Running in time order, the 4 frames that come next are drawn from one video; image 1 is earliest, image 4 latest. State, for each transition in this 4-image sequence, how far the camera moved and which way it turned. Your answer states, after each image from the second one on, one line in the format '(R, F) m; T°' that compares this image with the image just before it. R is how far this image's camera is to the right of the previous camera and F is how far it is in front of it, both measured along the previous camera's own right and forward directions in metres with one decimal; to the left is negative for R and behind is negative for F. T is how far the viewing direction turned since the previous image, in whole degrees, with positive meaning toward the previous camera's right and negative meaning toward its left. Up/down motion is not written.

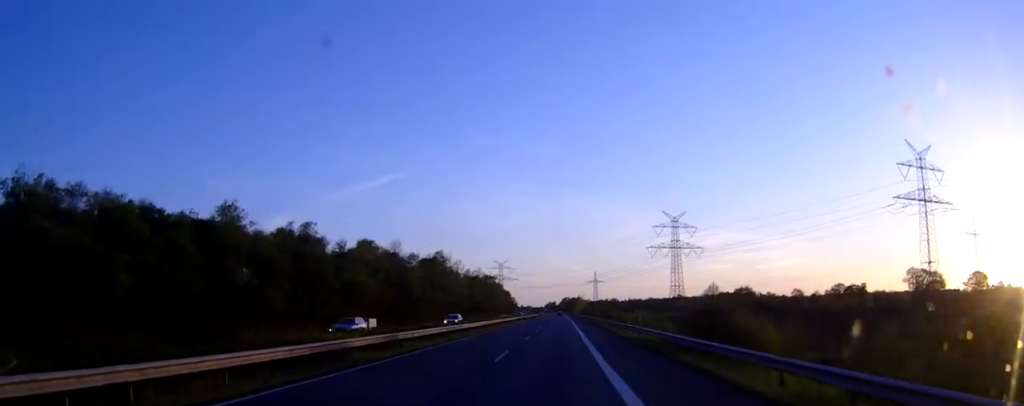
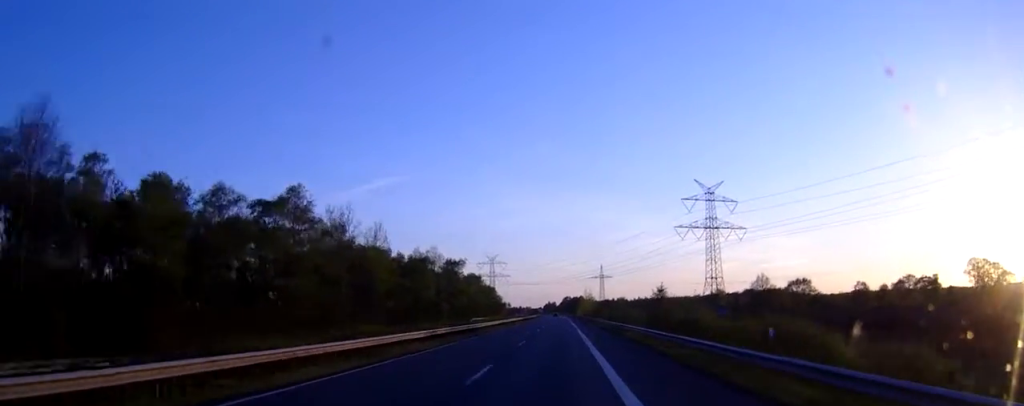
(0.0, +78.8) m; 0°
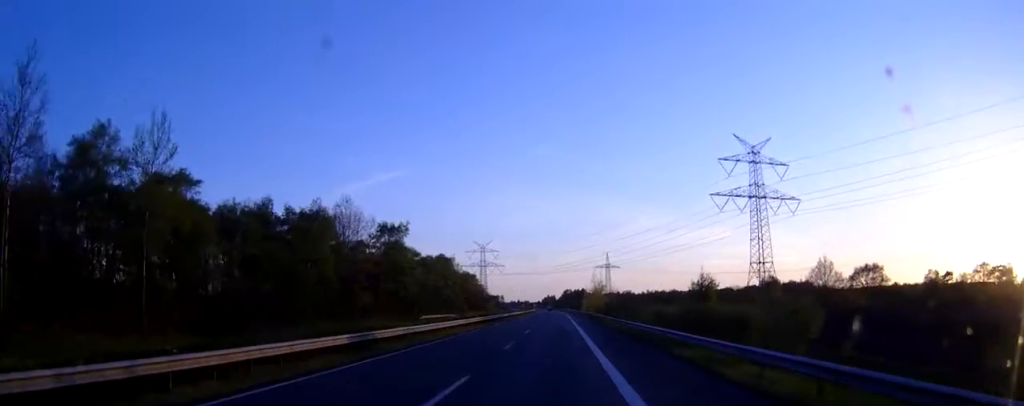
(0.0, +59.1) m; 0°
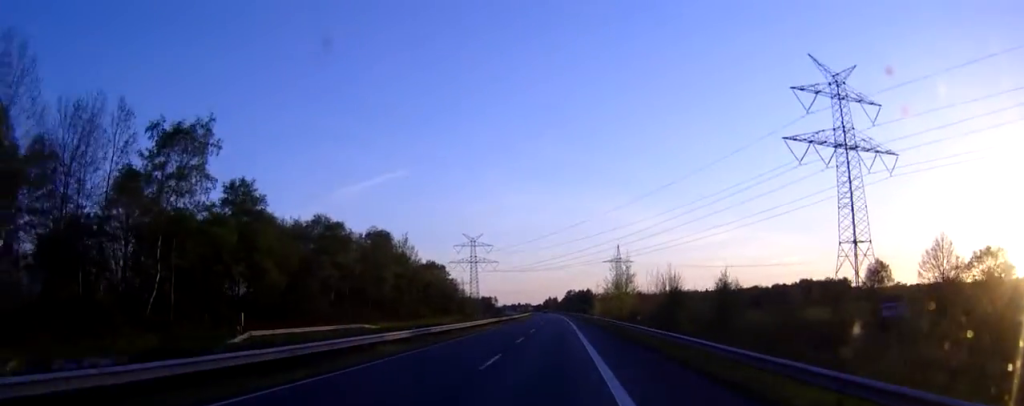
(-0.2, +61.1) m; 0°
